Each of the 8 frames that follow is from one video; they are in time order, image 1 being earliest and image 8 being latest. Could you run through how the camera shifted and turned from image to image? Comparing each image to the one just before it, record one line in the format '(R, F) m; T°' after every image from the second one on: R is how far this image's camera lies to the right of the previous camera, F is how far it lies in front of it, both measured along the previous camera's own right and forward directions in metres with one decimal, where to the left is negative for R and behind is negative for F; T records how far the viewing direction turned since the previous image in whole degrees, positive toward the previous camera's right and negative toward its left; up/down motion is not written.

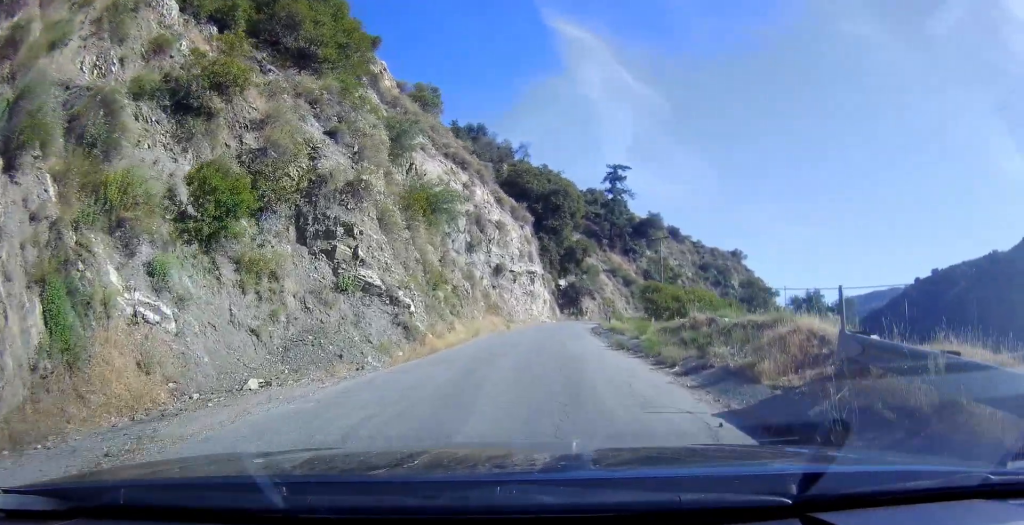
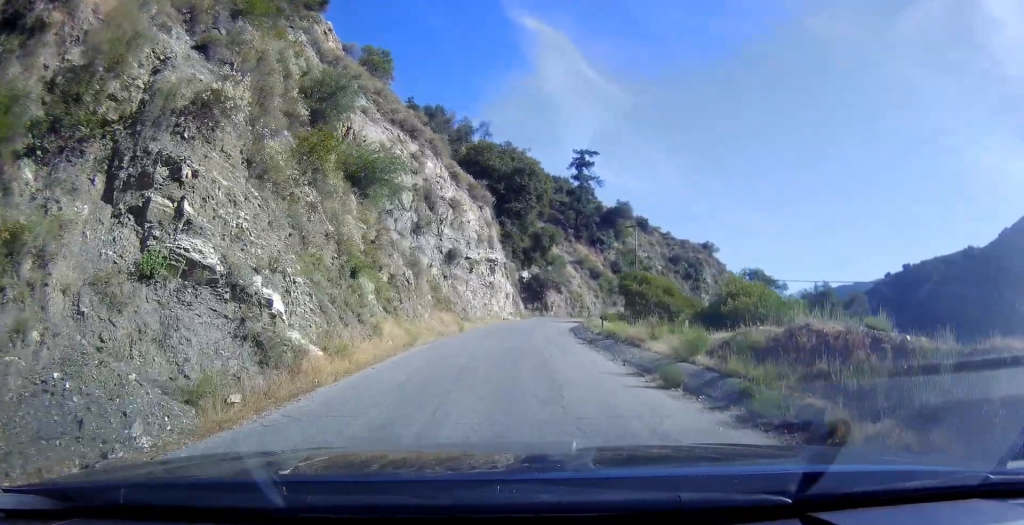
(0.0, +8.5) m; 0°
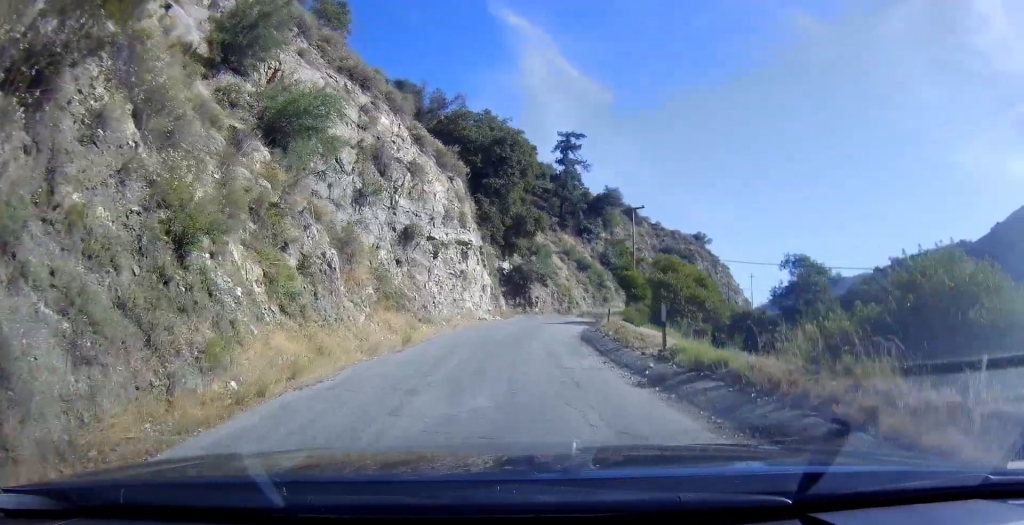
(0.0, +9.5) m; +2°
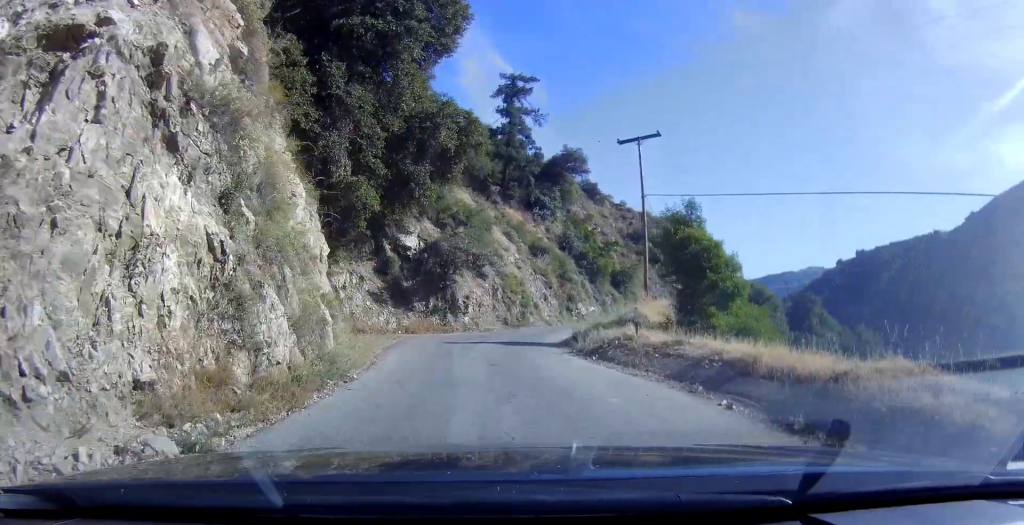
(+3.2, +30.2) m; +11°
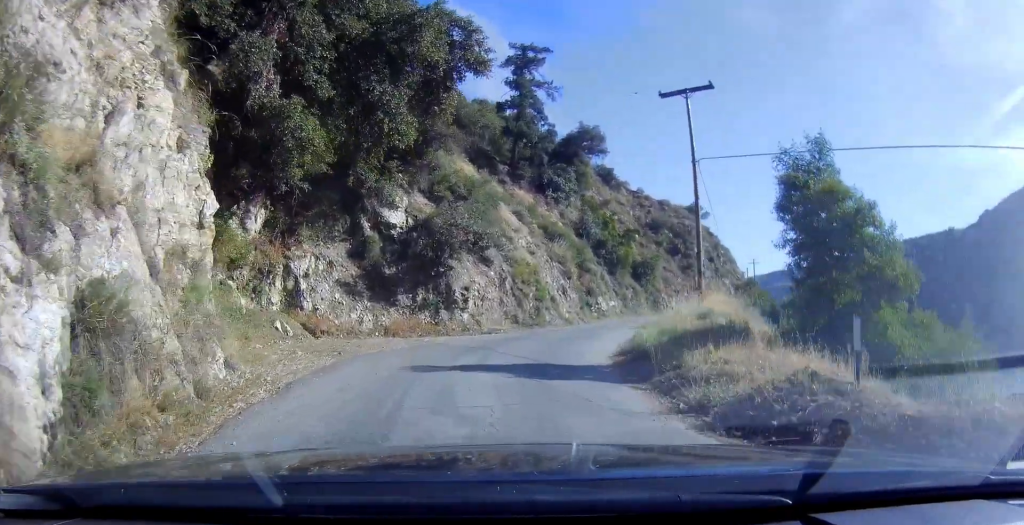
(-1.0, +8.9) m; -5°
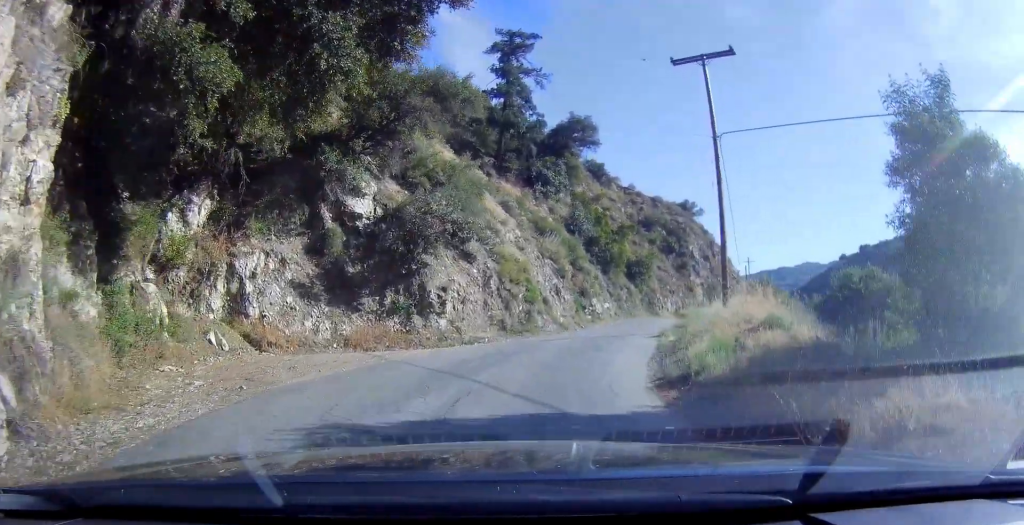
(-0.1, +4.8) m; +1°
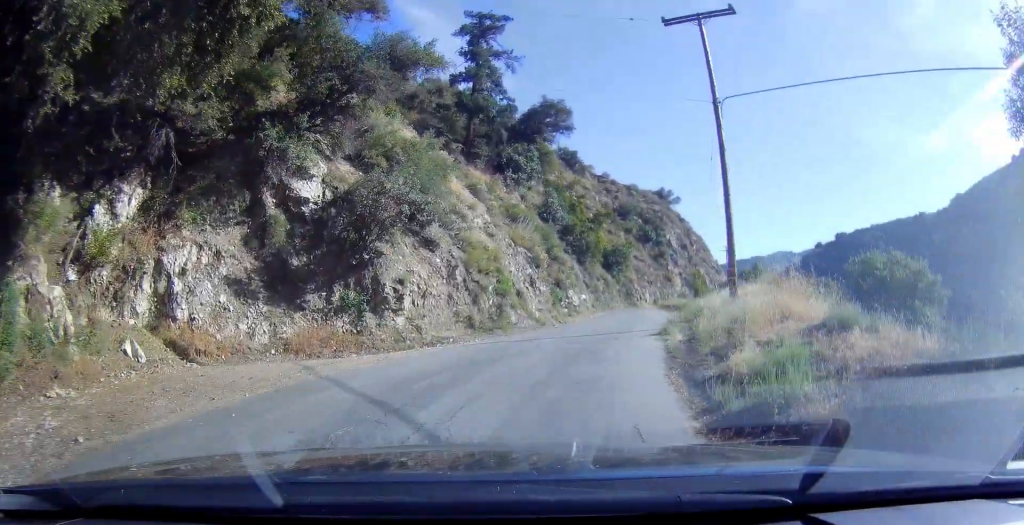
(-0.1, +4.0) m; +2°
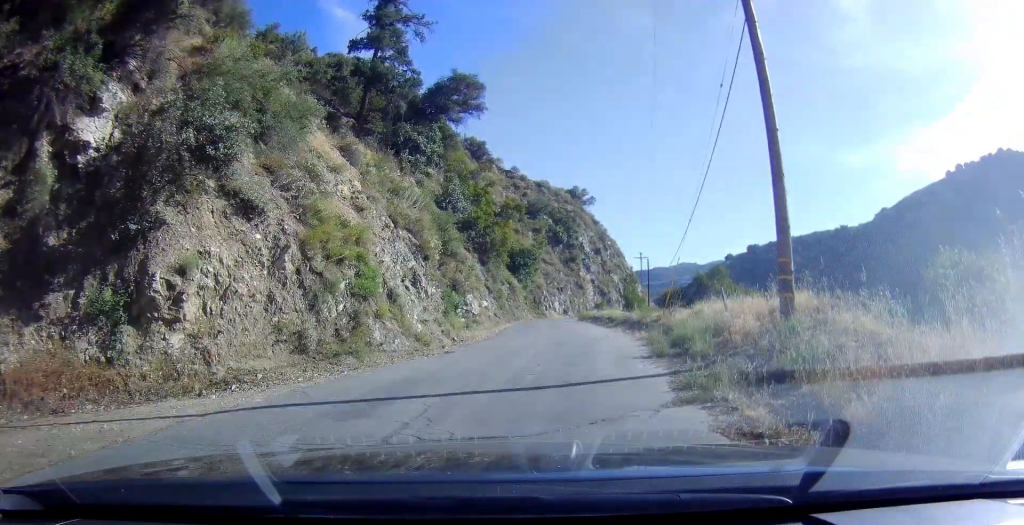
(+0.6, +9.8) m; +9°
